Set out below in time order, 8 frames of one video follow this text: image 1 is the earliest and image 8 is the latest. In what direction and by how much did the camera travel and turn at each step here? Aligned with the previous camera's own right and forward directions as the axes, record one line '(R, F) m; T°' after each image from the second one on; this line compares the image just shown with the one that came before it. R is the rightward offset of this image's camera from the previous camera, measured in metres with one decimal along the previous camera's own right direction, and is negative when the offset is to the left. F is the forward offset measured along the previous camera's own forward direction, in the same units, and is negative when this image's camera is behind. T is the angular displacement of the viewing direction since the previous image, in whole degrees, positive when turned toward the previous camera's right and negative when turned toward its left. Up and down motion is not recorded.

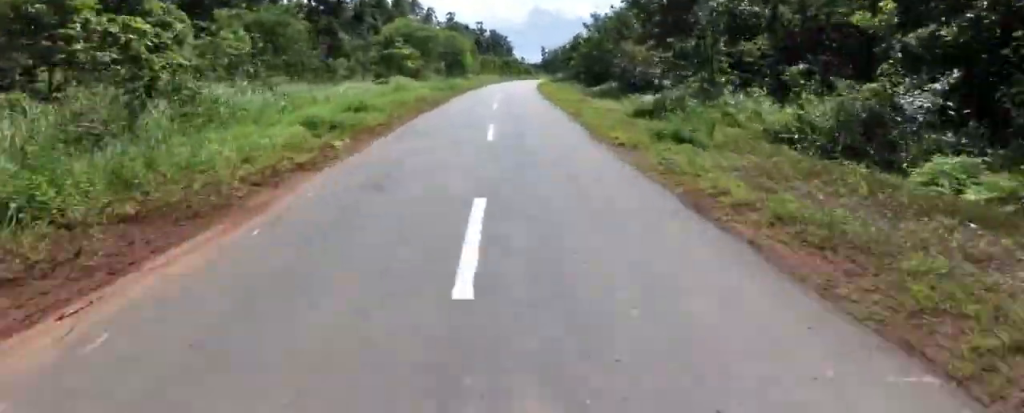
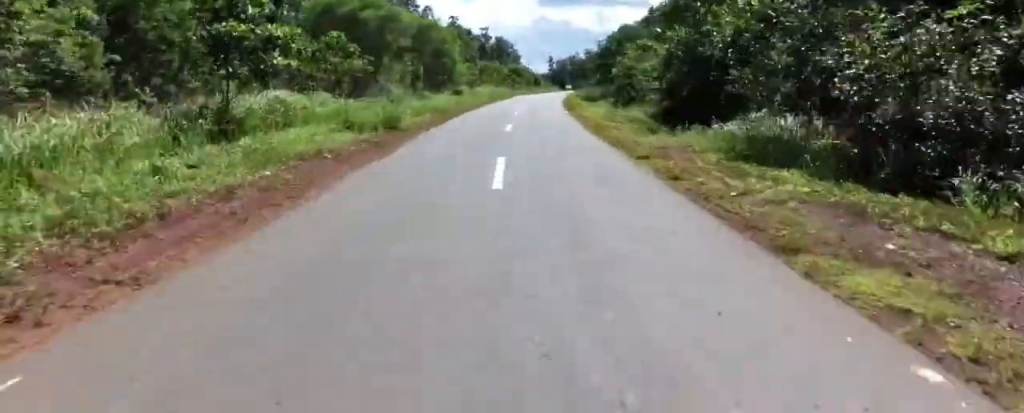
(+2.1, +21.9) m; 0°
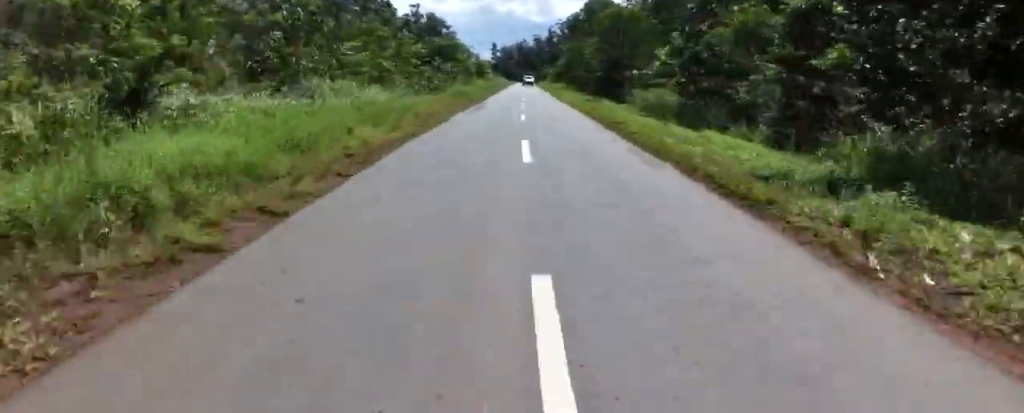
(-2.3, +46.3) m; +1°
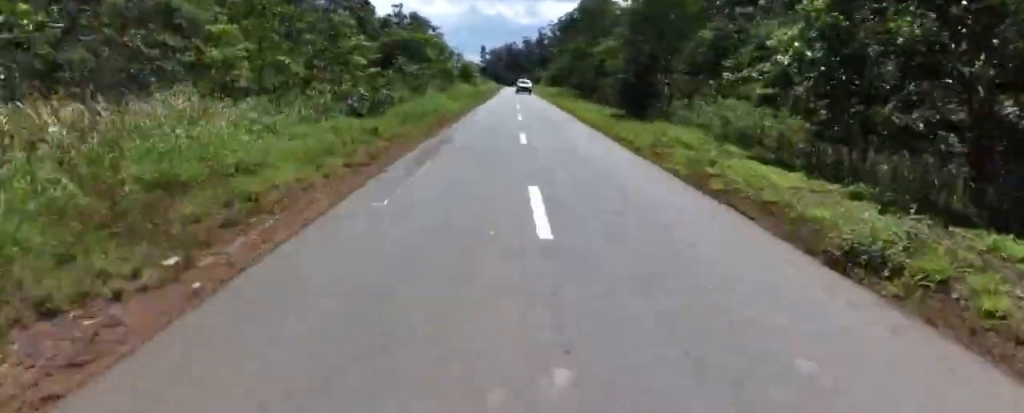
(+0.5, +12.3) m; +4°
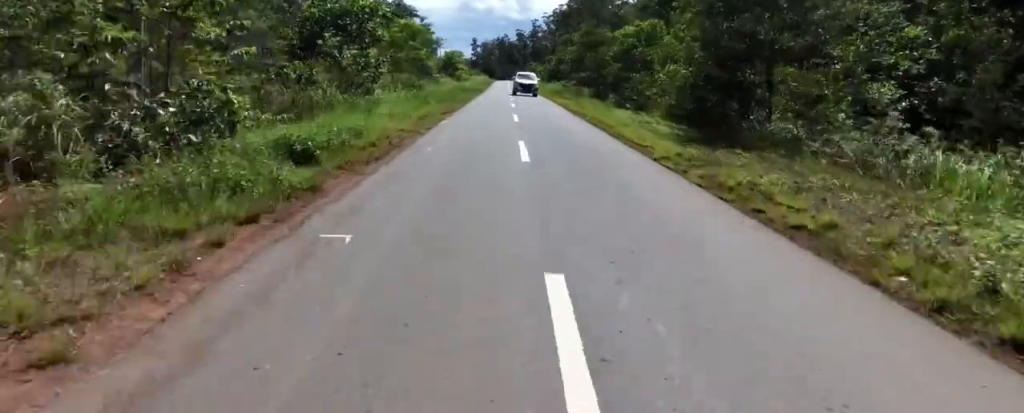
(0.0, +11.4) m; +4°
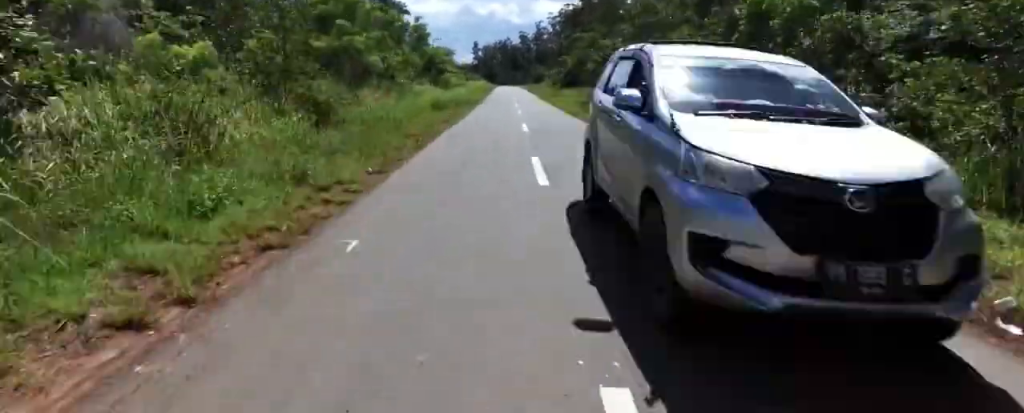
(+1.3, +17.6) m; 0°
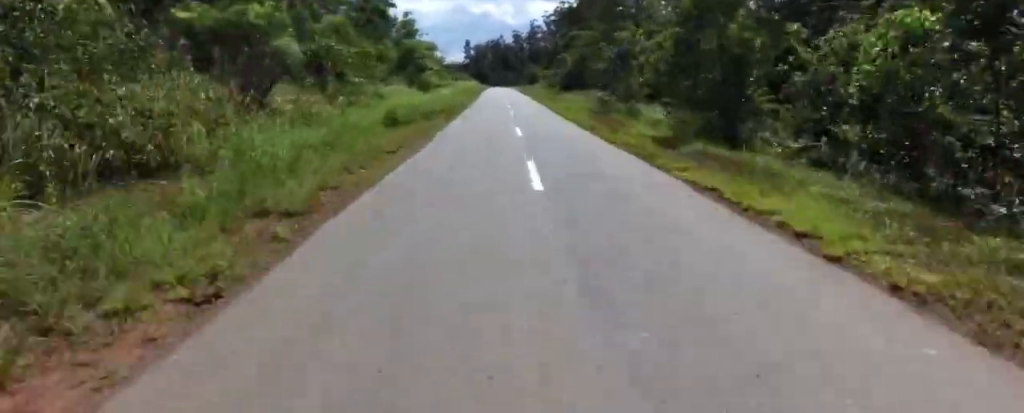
(-0.4, +8.1) m; -2°
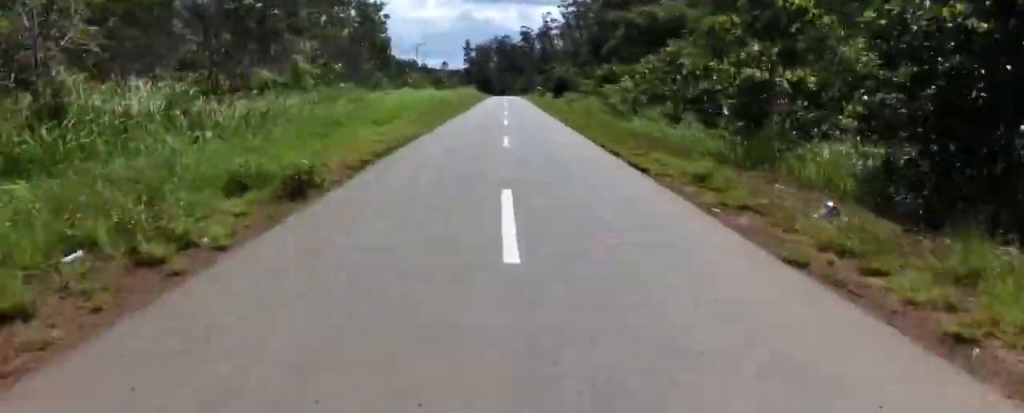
(-2.8, +50.0) m; 0°
